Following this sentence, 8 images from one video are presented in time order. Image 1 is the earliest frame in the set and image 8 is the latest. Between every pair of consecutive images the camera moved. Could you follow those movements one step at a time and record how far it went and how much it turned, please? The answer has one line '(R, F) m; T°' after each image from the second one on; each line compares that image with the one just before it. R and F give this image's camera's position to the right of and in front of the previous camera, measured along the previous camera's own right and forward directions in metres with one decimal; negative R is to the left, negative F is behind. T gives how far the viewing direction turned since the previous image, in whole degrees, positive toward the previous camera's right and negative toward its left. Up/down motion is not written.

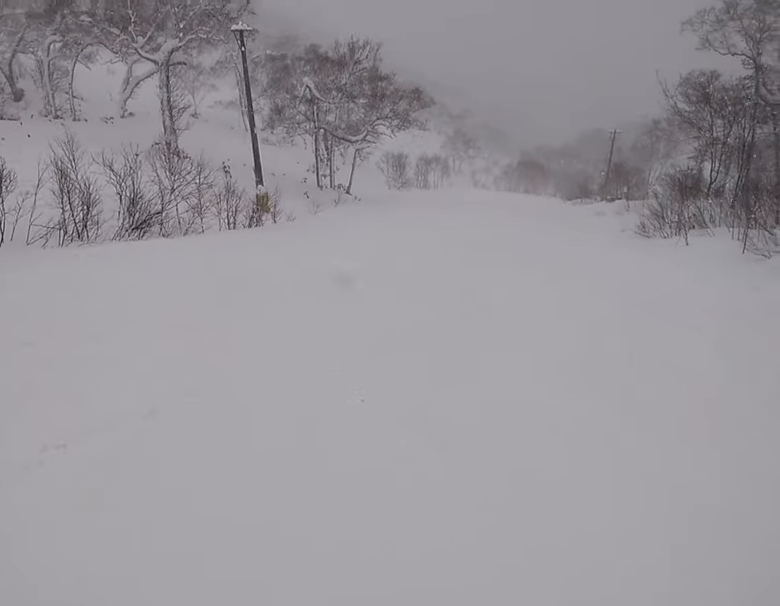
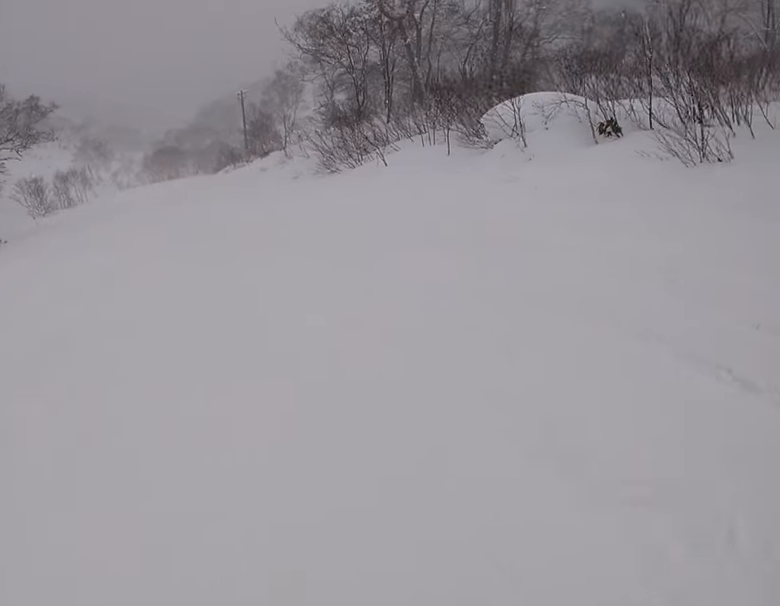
(+1.1, +4.3) m; +19°
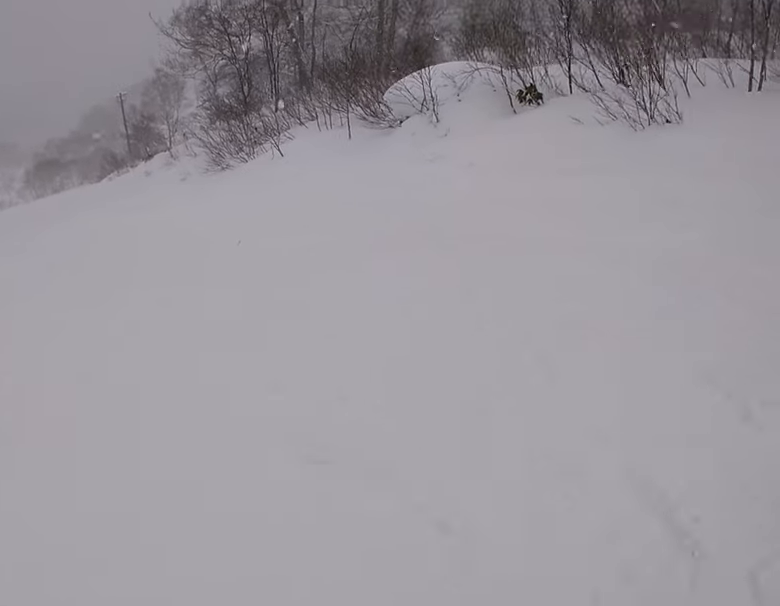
(+0.1, +2.1) m; +2°
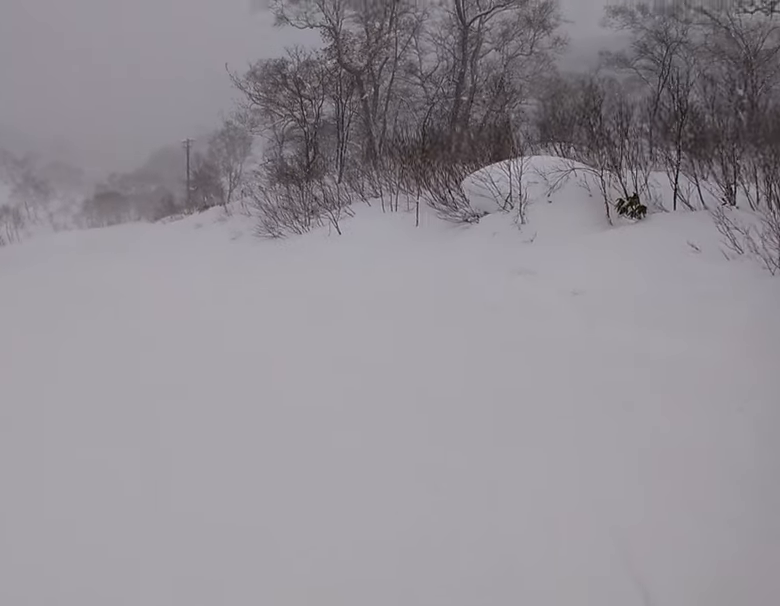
(+0.1, +2.3) m; +1°
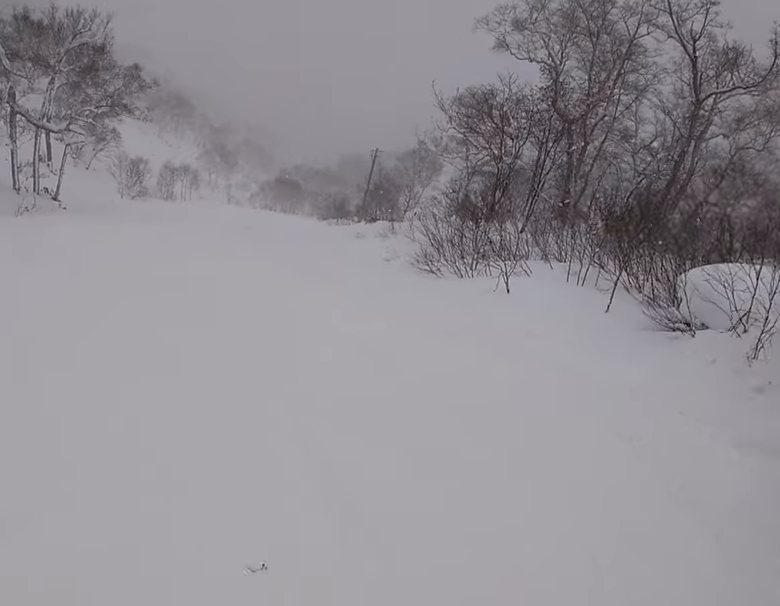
(0.0, +2.5) m; -9°
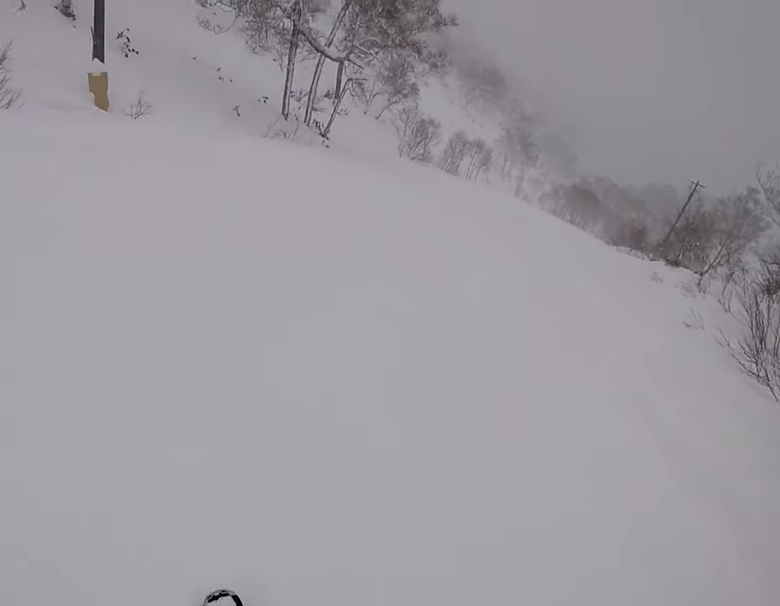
(-0.6, +3.9) m; -23°
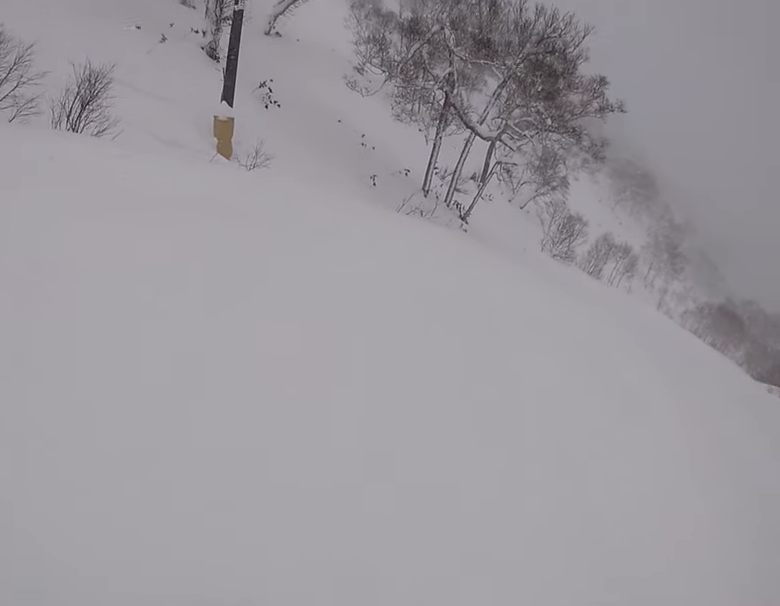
(-0.6, +2.3) m; -15°
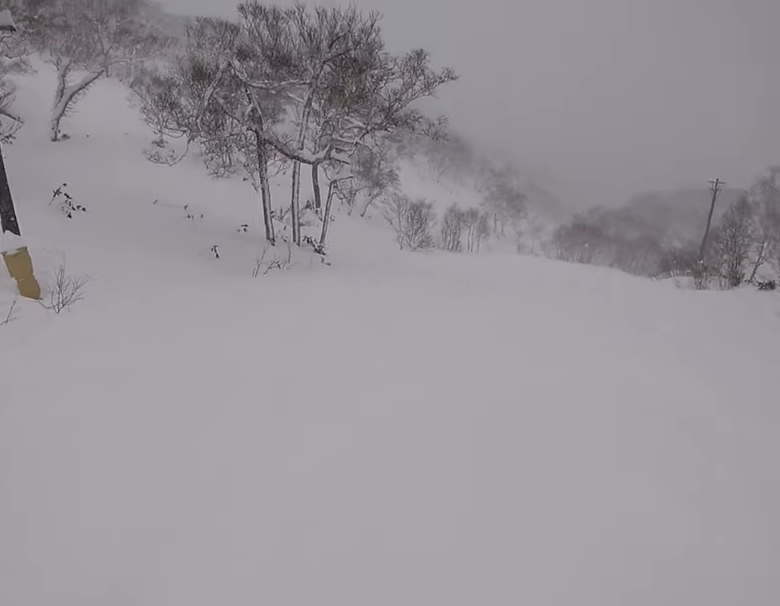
(-0.3, +4.5) m; +5°
